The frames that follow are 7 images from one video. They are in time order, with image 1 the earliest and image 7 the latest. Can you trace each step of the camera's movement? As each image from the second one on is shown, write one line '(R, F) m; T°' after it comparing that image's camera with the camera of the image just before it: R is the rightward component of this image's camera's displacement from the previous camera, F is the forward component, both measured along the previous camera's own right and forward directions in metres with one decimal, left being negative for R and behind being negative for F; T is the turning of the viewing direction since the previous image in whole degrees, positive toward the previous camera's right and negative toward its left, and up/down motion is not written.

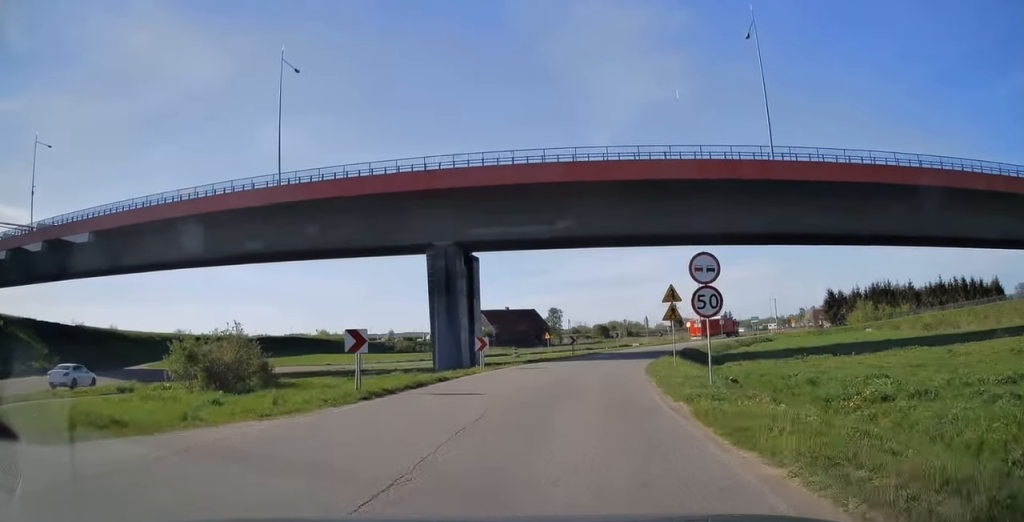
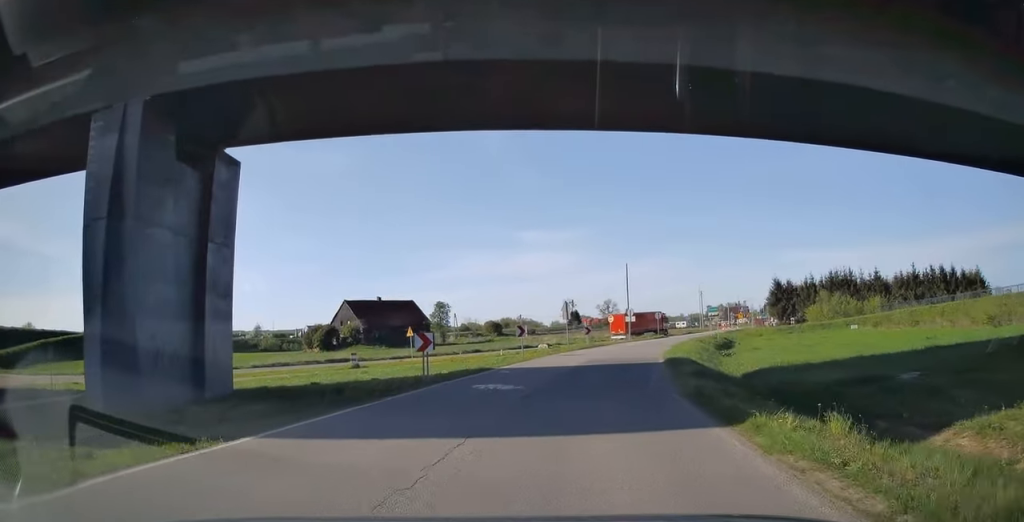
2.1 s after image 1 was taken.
(+2.4, +27.4) m; +10°
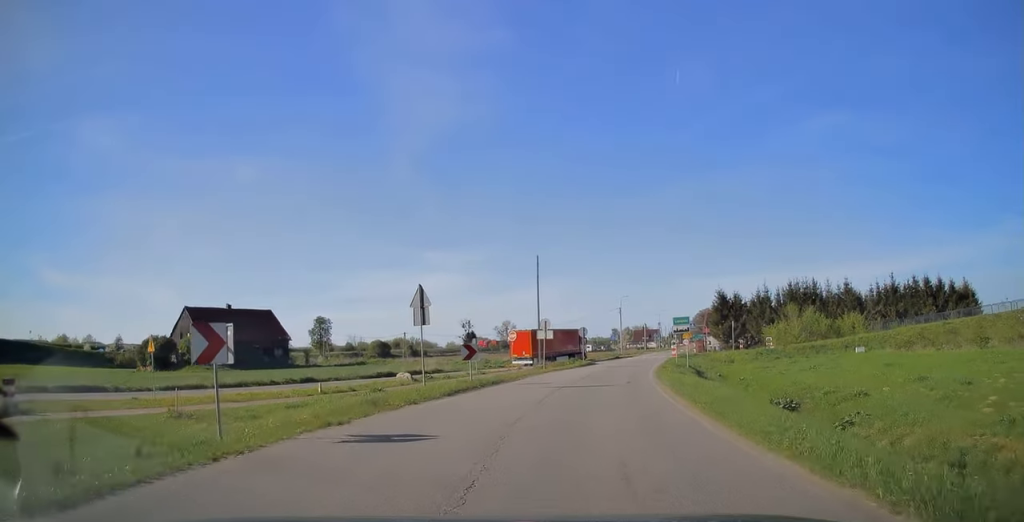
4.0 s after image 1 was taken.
(+2.0, +23.8) m; +10°
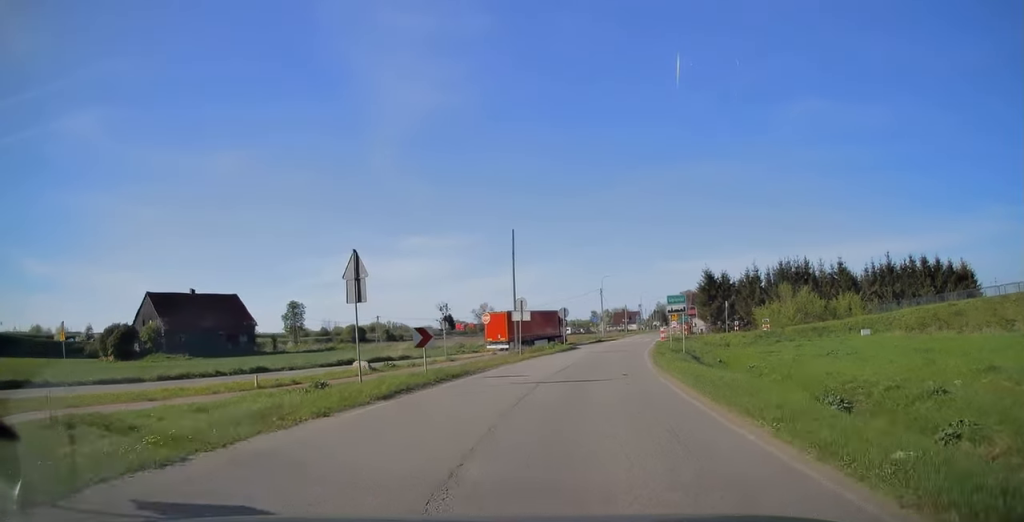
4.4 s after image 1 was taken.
(+0.1, +4.8) m; +2°
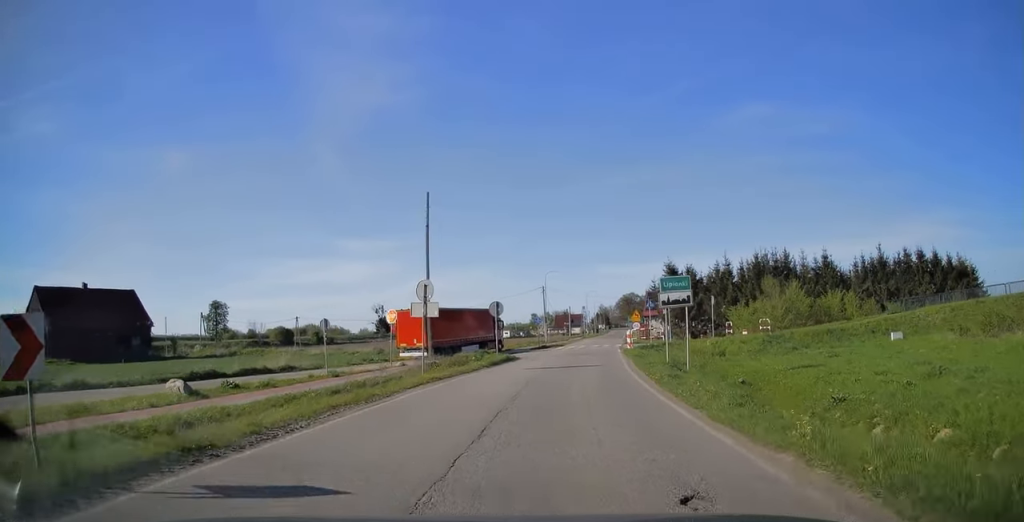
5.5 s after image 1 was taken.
(+0.6, +13.2) m; +6°
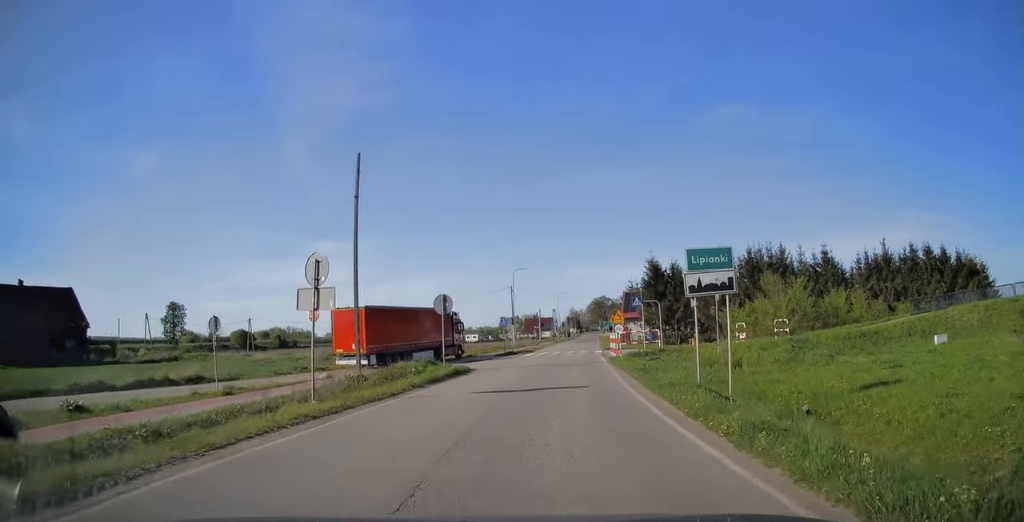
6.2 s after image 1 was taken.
(+0.3, +7.8) m; +4°
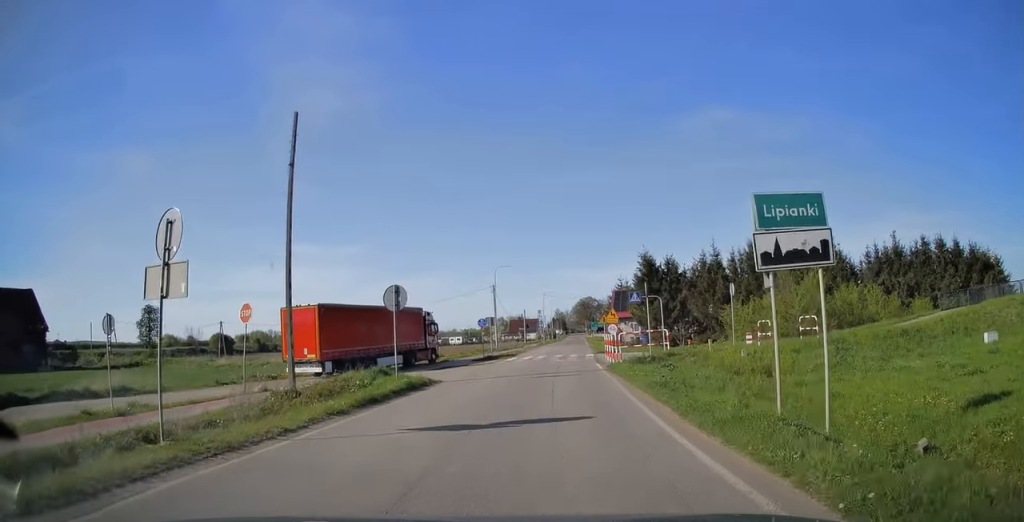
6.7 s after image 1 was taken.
(+0.1, +5.3) m; +2°
